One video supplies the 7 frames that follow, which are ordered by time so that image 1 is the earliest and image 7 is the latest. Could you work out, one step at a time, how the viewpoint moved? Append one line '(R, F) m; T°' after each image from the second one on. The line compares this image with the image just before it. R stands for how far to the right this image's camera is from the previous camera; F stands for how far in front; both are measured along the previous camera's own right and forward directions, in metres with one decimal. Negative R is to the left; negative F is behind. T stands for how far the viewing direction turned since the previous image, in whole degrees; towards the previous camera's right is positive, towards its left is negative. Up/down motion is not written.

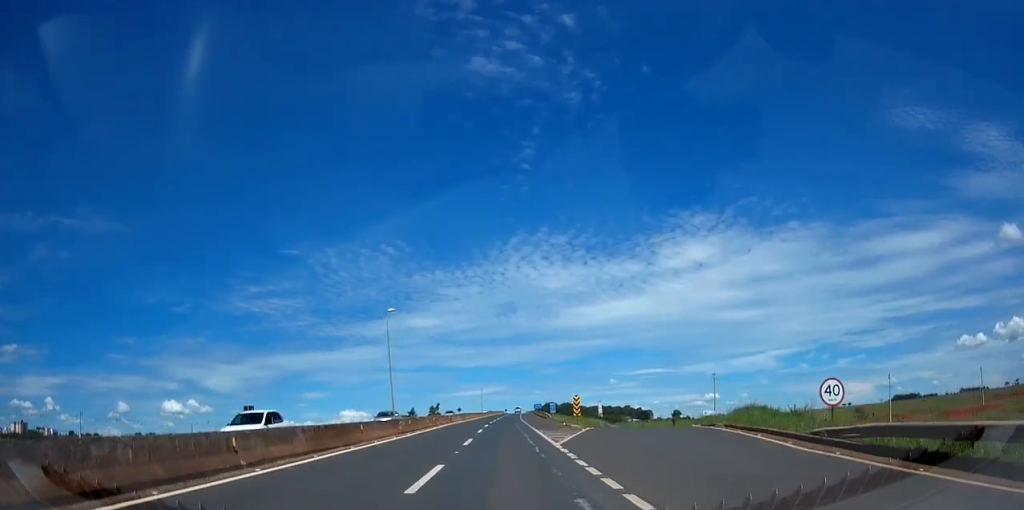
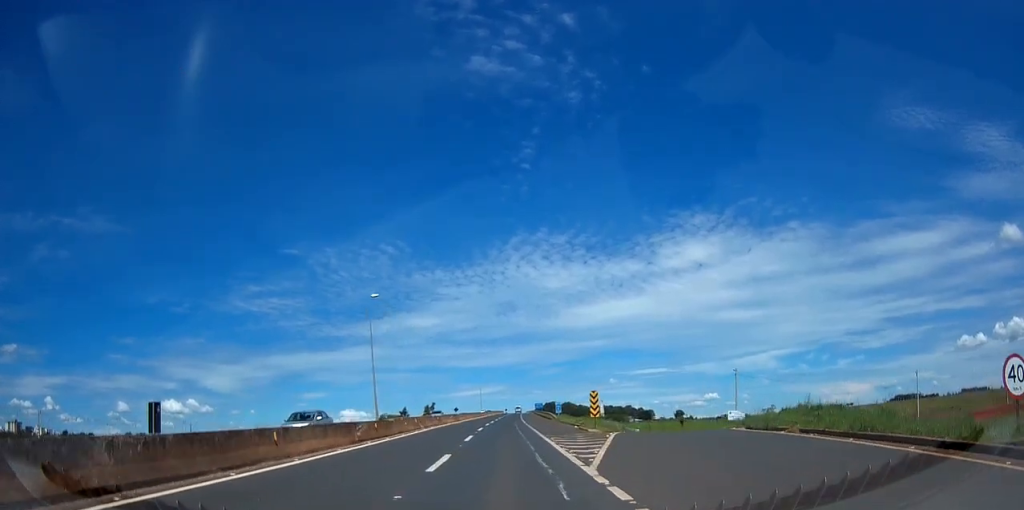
(0.0, +9.4) m; -1°
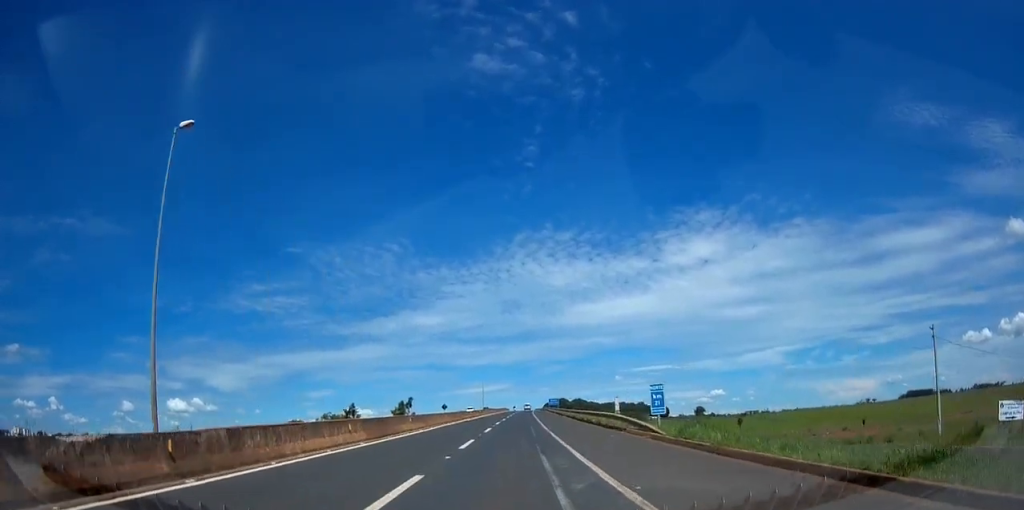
(+0.1, +43.2) m; +1°
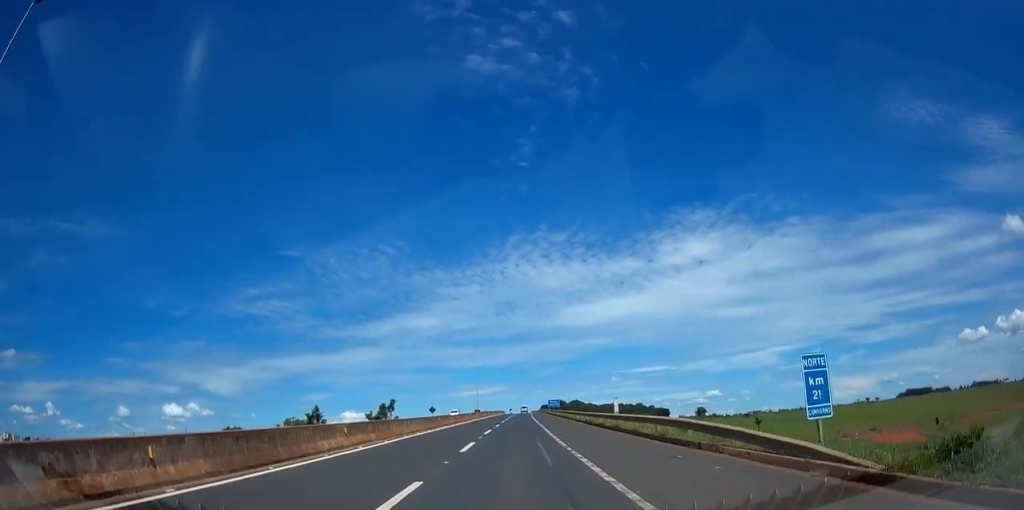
(0.0, +13.0) m; 0°
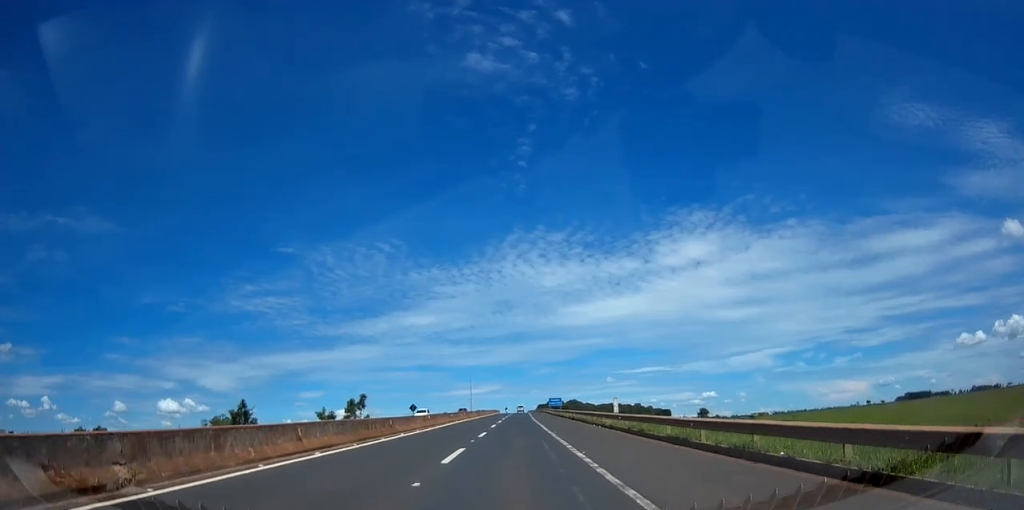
(0.0, +17.2) m; 0°
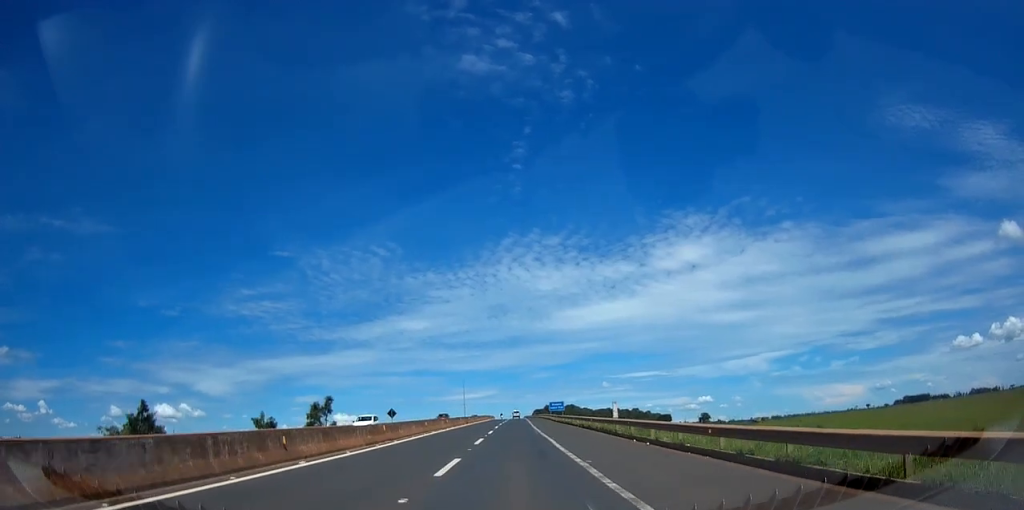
(+0.1, +13.7) m; 0°
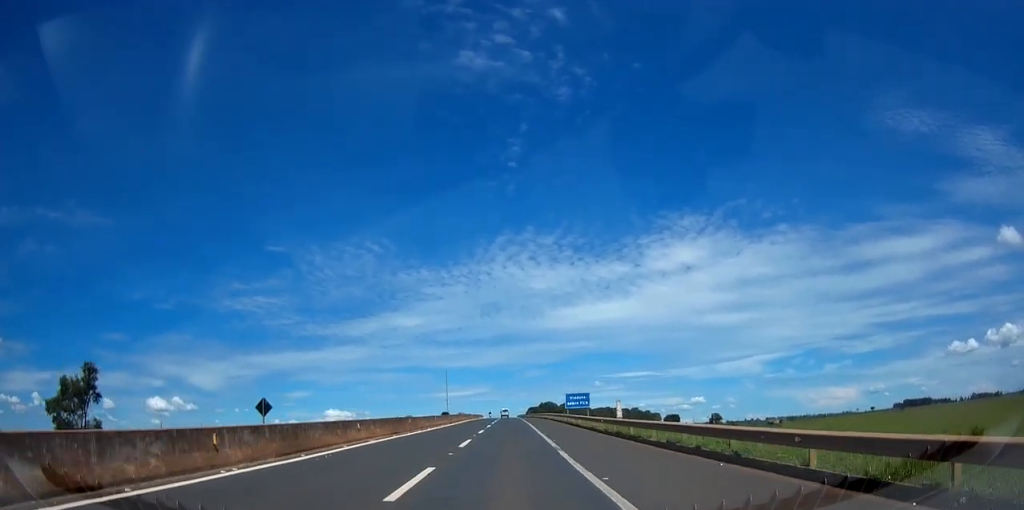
(+0.4, +41.3) m; +1°
